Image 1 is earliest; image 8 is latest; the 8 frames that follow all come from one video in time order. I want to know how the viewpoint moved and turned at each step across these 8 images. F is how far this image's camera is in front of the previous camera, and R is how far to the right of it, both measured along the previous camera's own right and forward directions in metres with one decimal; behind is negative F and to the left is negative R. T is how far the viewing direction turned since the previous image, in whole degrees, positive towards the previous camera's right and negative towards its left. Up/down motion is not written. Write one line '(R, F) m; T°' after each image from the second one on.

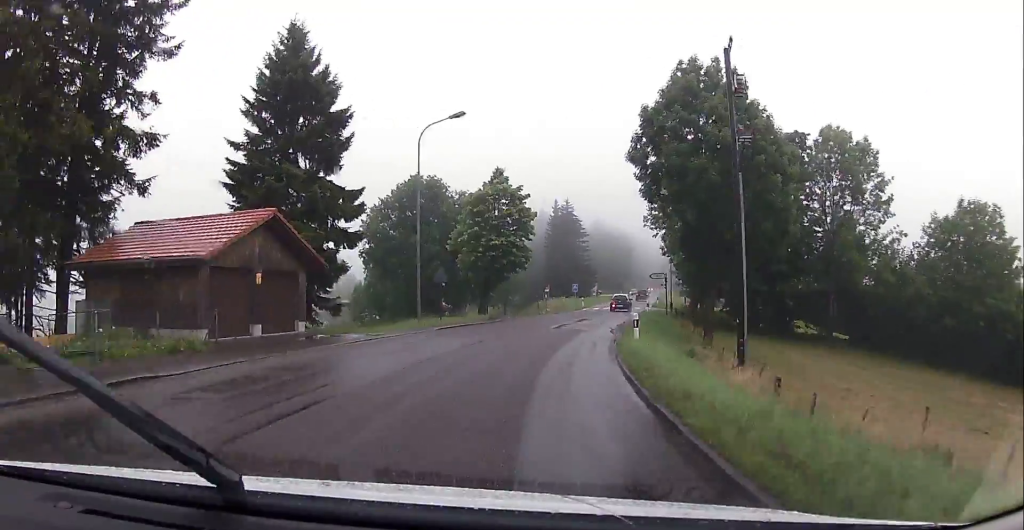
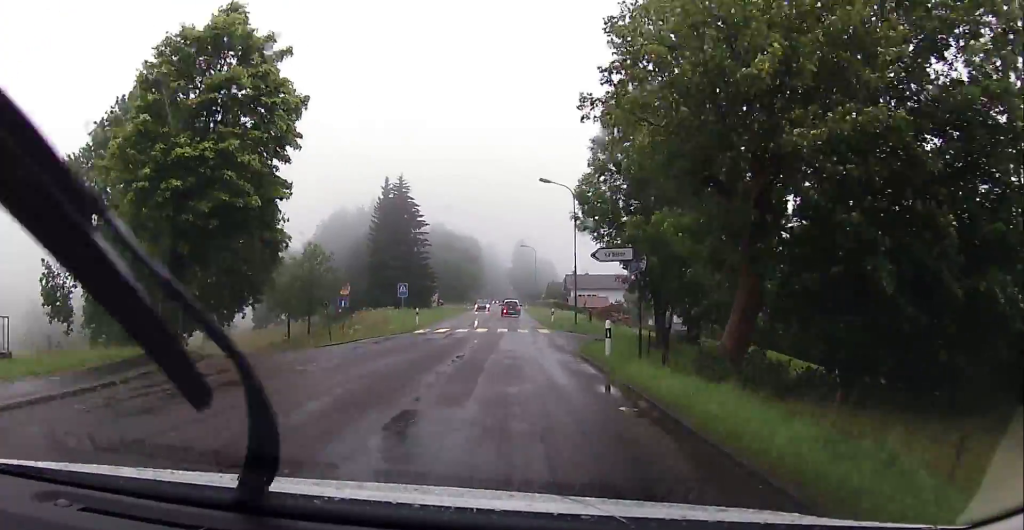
(+3.5, +32.0) m; +12°
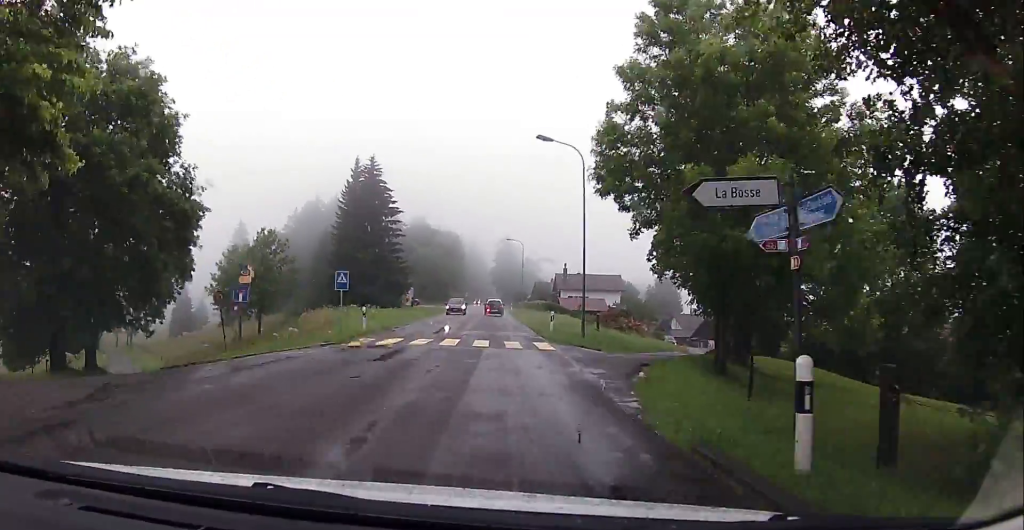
(+0.6, +11.3) m; +4°
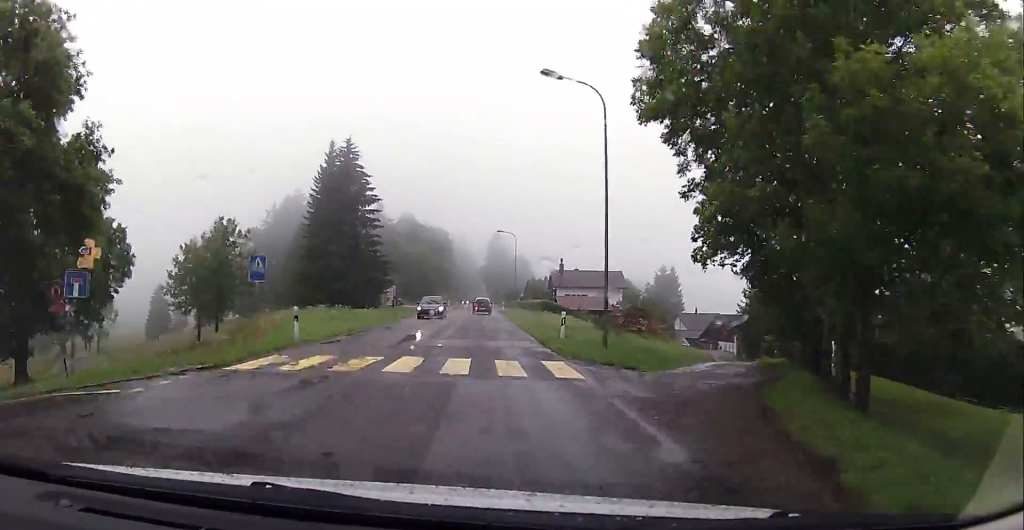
(+0.2, +8.7) m; 0°
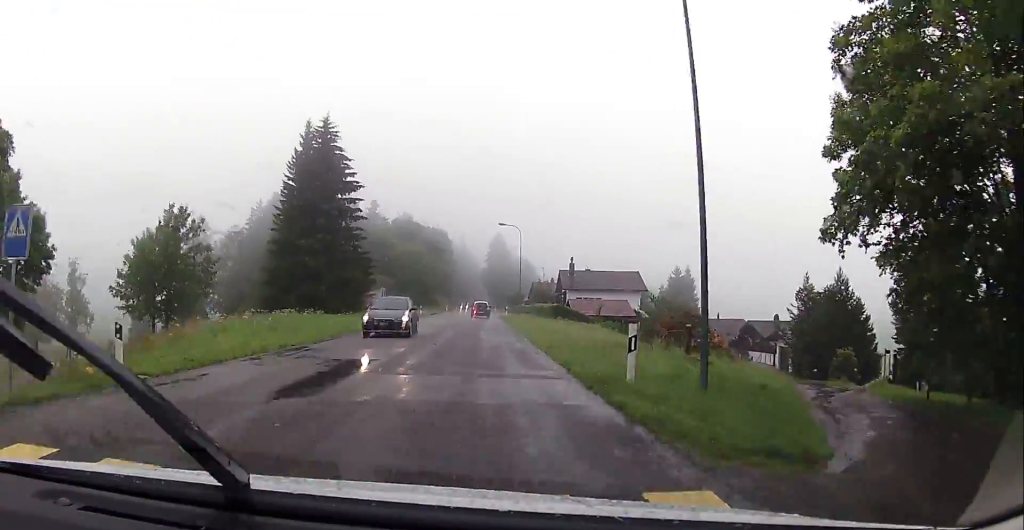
(0.0, +10.2) m; -1°
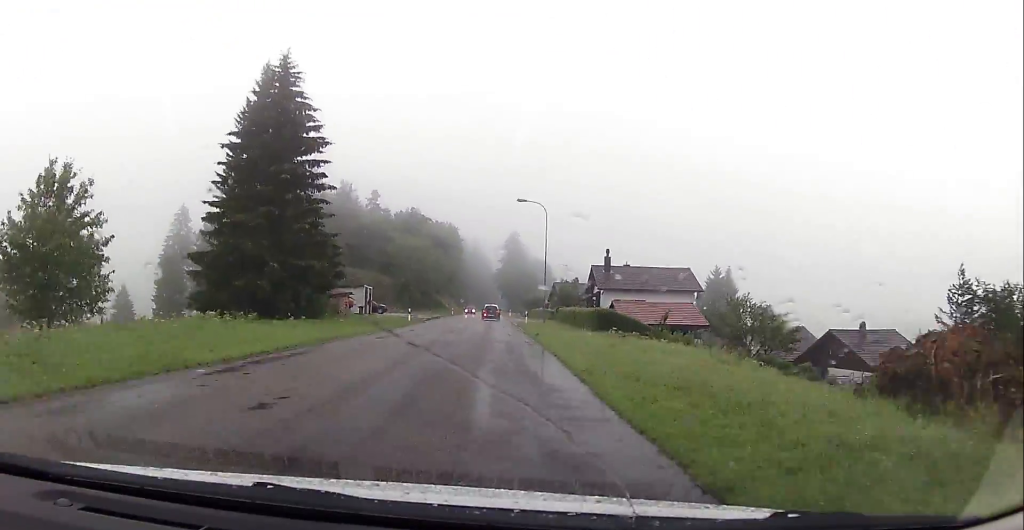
(-0.3, +17.3) m; -2°
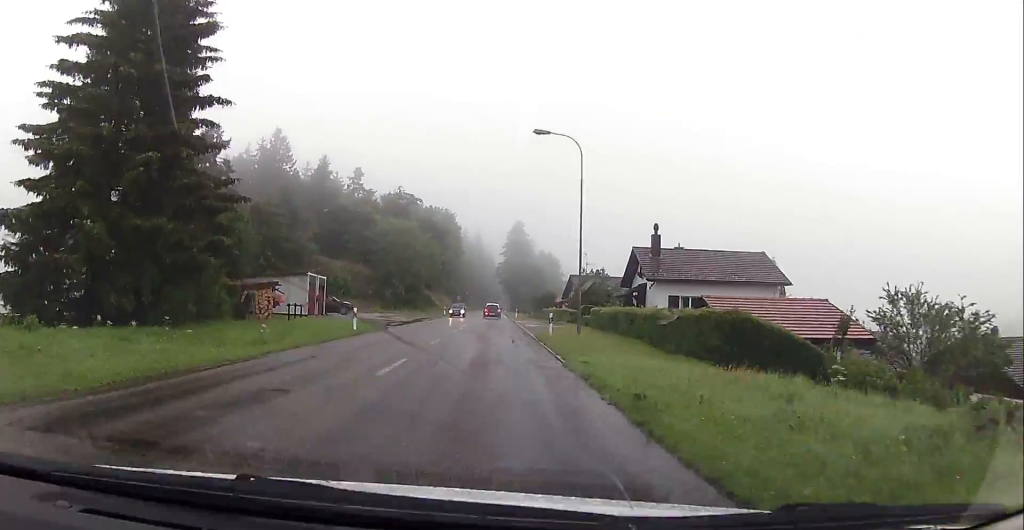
(-0.3, +19.3) m; -2°
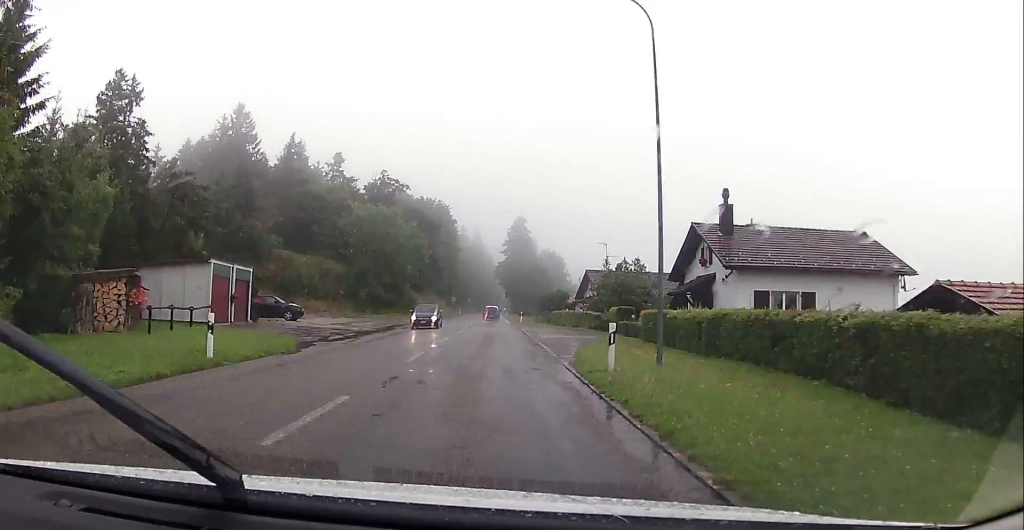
(-0.3, +14.6) m; 0°
